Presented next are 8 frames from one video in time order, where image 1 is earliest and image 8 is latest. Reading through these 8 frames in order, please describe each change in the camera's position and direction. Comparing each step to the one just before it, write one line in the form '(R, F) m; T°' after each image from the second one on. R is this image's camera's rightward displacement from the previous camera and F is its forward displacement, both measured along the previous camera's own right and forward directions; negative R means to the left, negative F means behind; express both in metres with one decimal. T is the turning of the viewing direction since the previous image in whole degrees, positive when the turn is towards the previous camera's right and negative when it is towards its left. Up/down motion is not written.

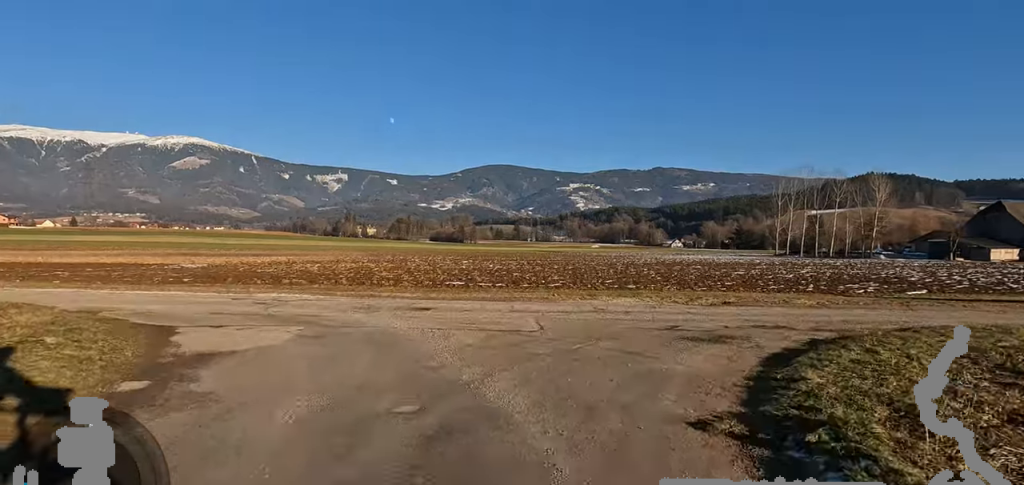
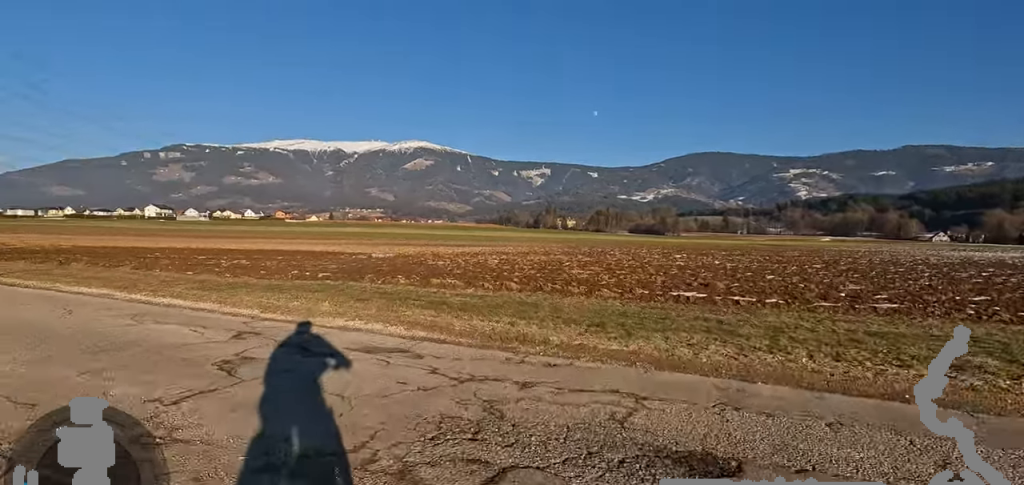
(-1.8, +8.3) m; -26°
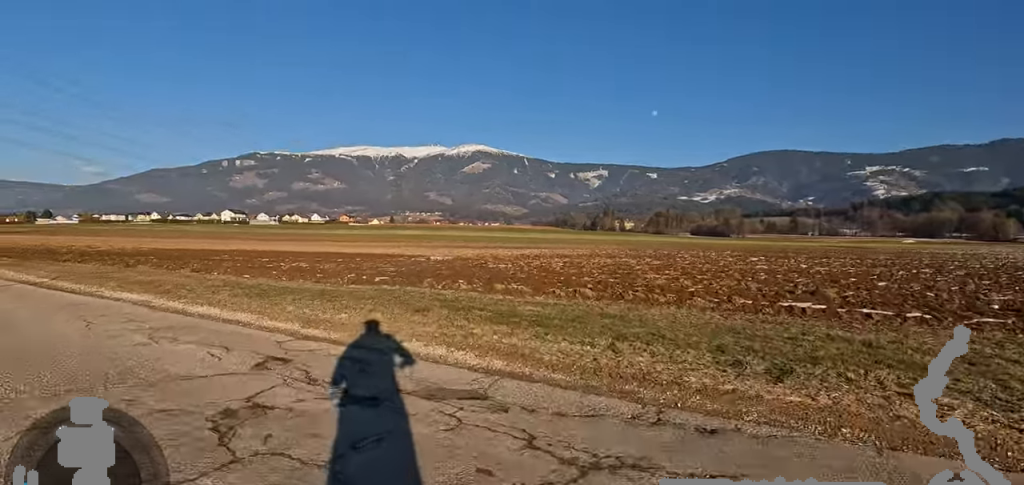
(0.0, +1.6) m; -5°
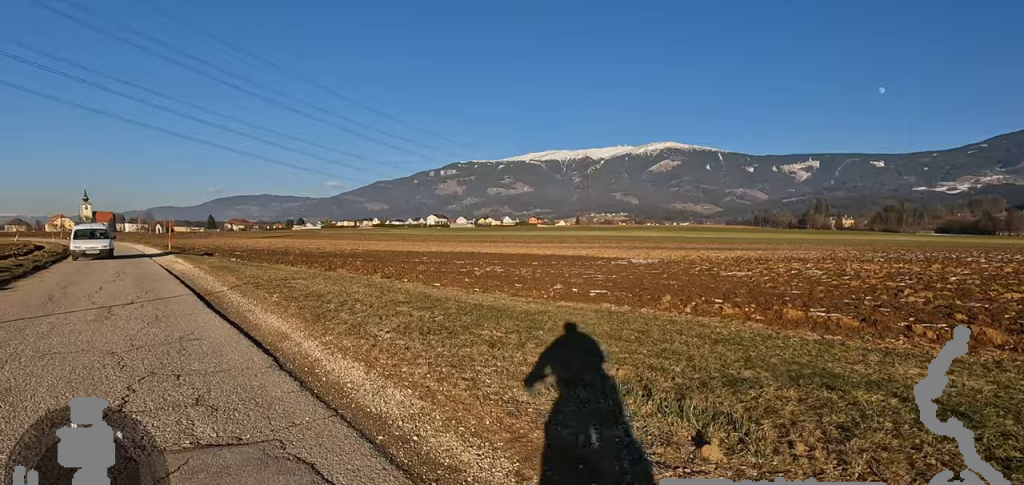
(-0.6, +4.4) m; -18°
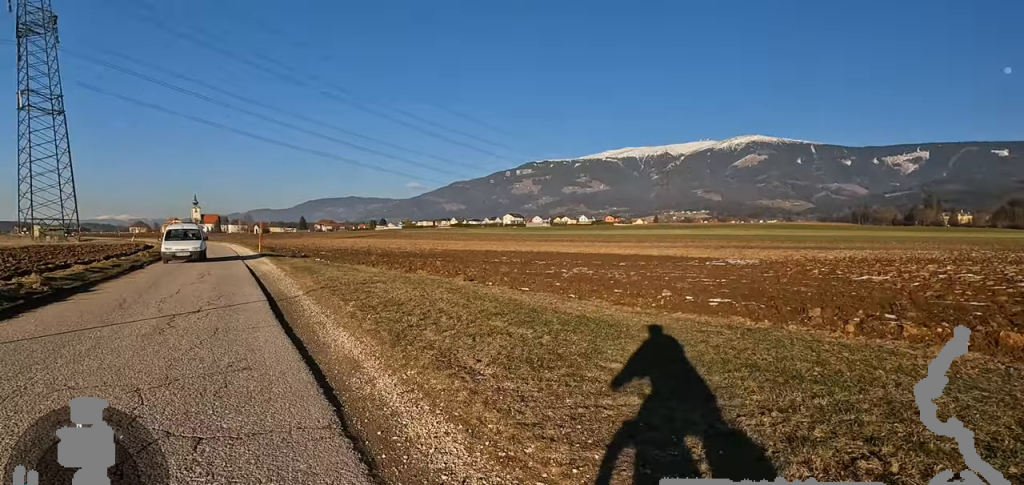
(-0.1, +1.7) m; -5°
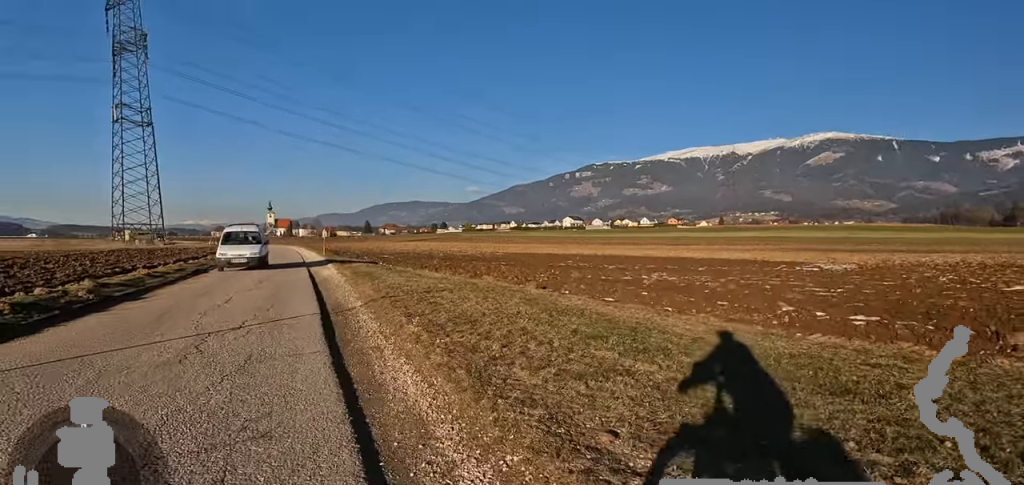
(-0.1, +1.7) m; -5°
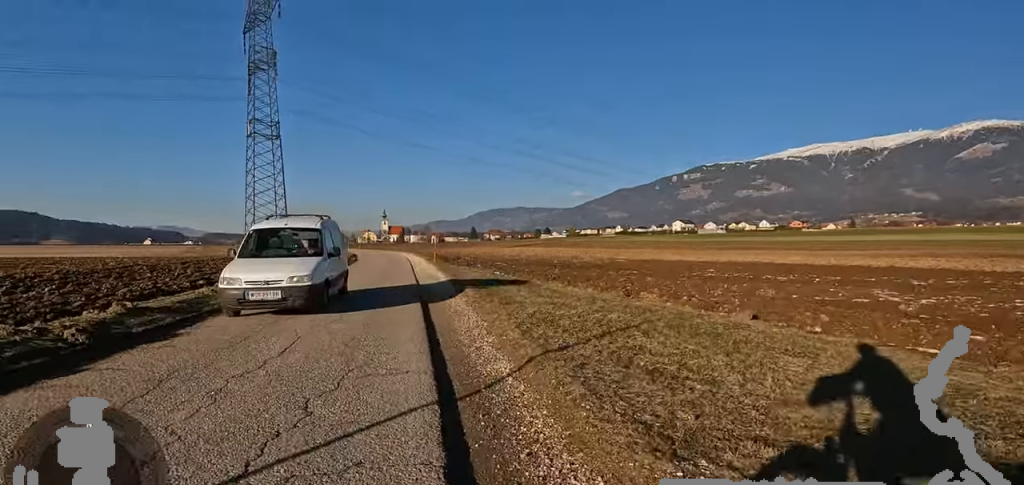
(-0.5, +5.1) m; -7°
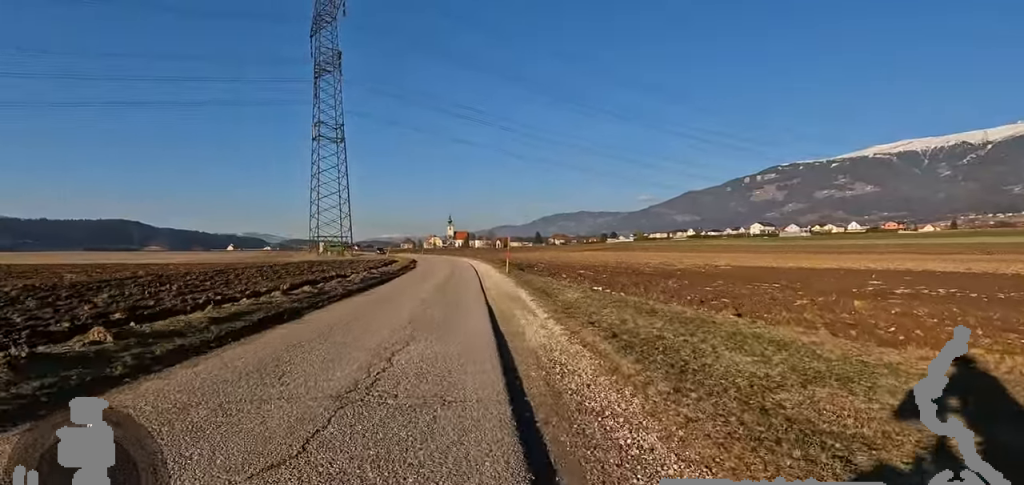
(-0.6, +7.4) m; -10°
